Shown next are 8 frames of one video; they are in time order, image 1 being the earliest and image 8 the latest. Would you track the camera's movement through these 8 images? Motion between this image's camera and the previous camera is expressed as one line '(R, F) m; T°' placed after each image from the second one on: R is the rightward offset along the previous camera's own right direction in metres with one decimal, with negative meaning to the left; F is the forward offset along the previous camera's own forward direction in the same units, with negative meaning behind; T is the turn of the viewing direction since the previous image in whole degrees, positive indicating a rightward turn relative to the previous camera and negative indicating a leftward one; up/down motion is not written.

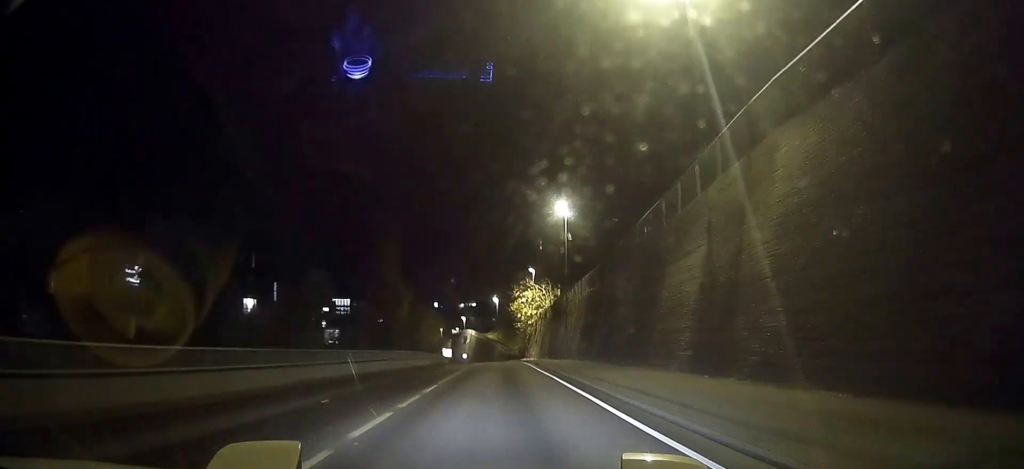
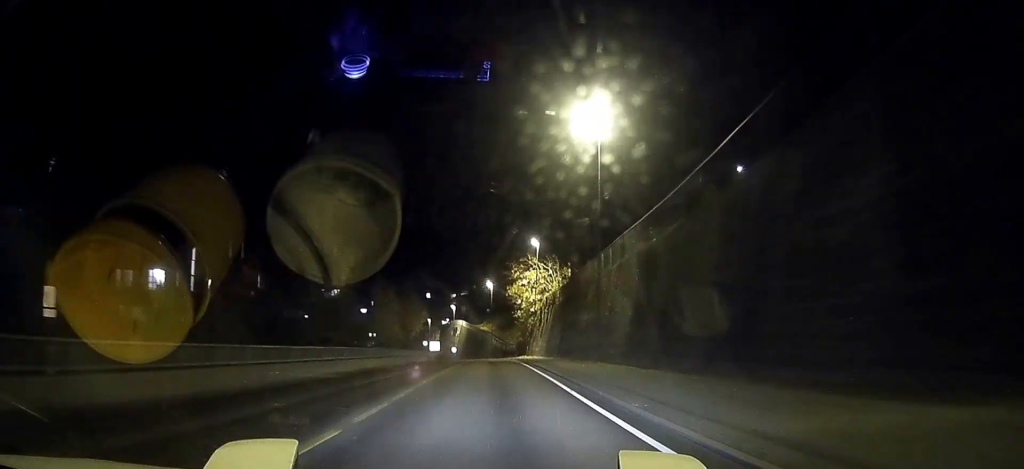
(+0.2, +22.5) m; +1°
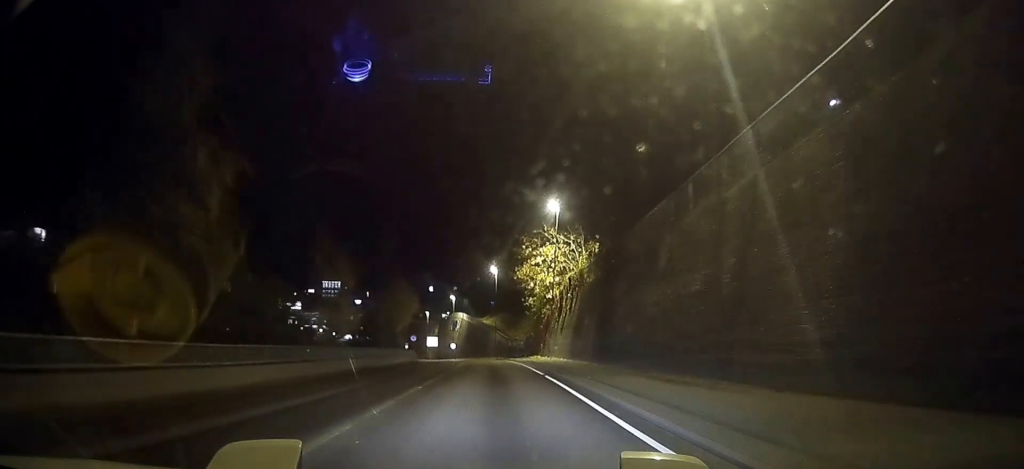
(0.0, +18.9) m; 0°
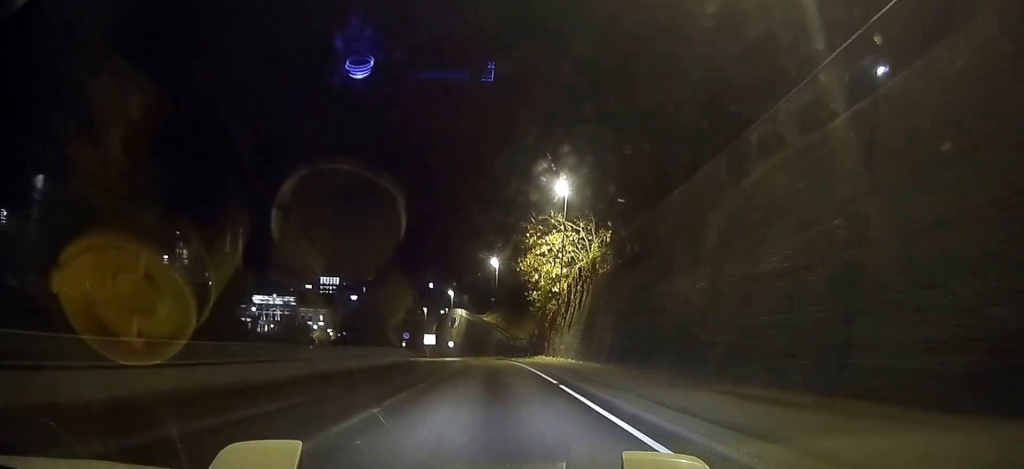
(0.0, +5.9) m; 0°
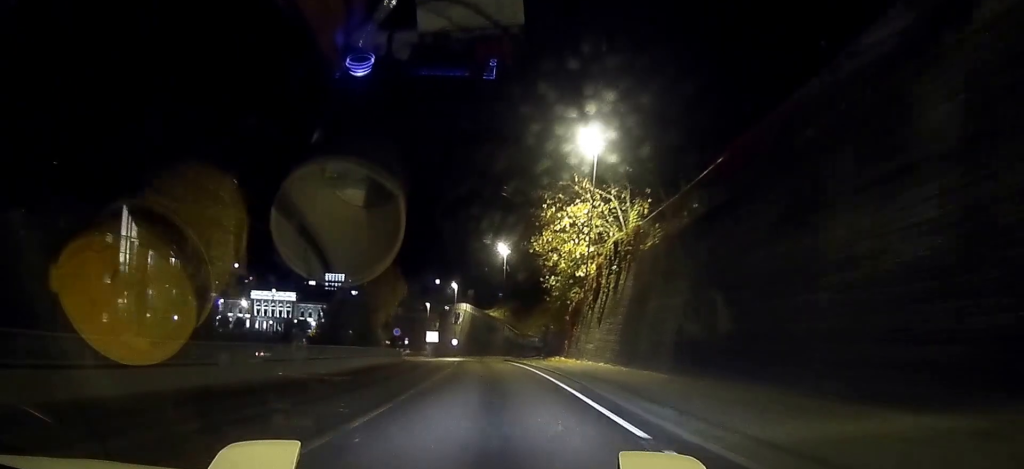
(-0.1, +11.2) m; -1°
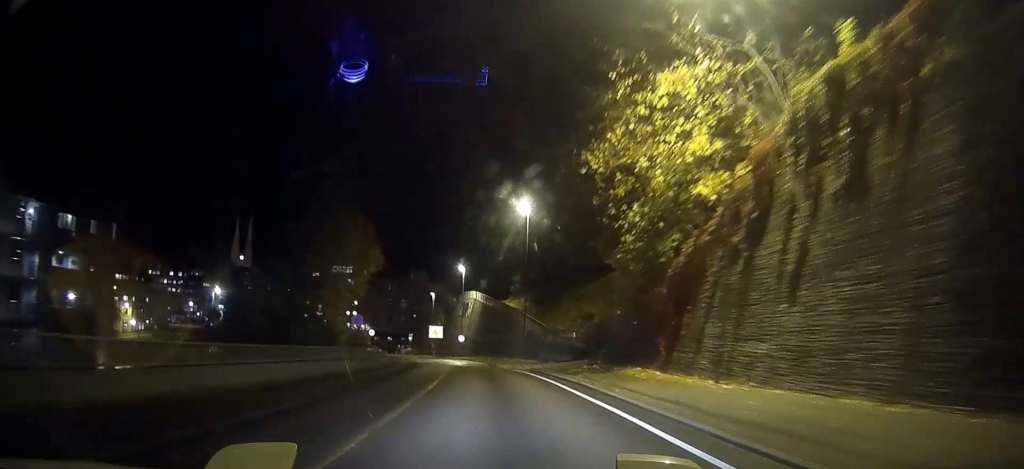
(-0.2, +22.8) m; -1°
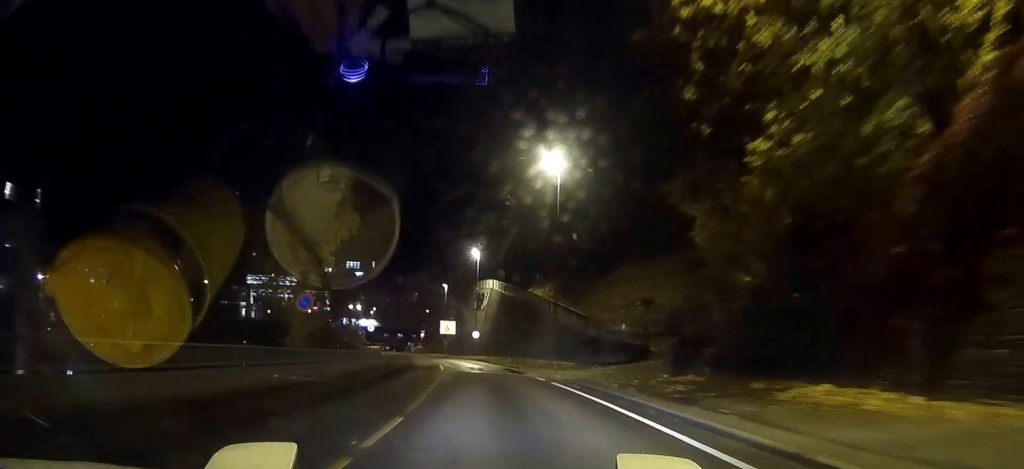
(-0.1, +13.4) m; -1°
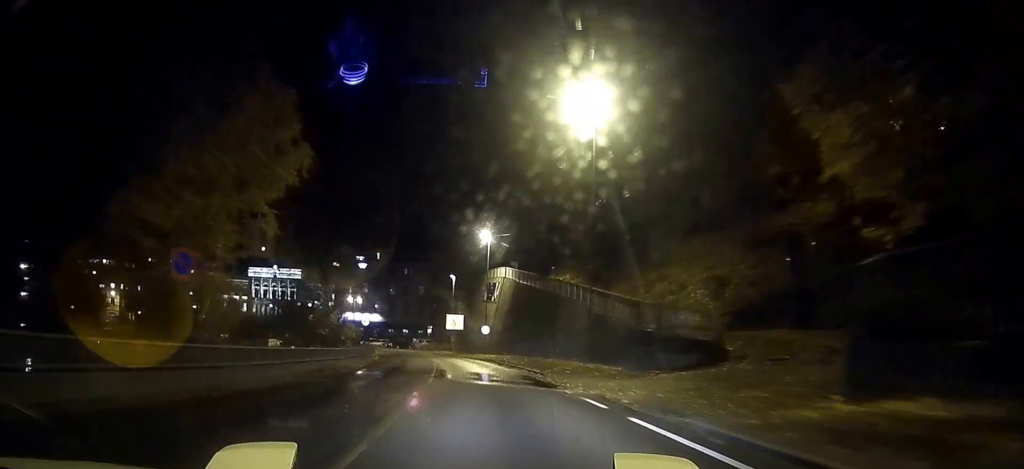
(0.0, +10.8) m; -2°
